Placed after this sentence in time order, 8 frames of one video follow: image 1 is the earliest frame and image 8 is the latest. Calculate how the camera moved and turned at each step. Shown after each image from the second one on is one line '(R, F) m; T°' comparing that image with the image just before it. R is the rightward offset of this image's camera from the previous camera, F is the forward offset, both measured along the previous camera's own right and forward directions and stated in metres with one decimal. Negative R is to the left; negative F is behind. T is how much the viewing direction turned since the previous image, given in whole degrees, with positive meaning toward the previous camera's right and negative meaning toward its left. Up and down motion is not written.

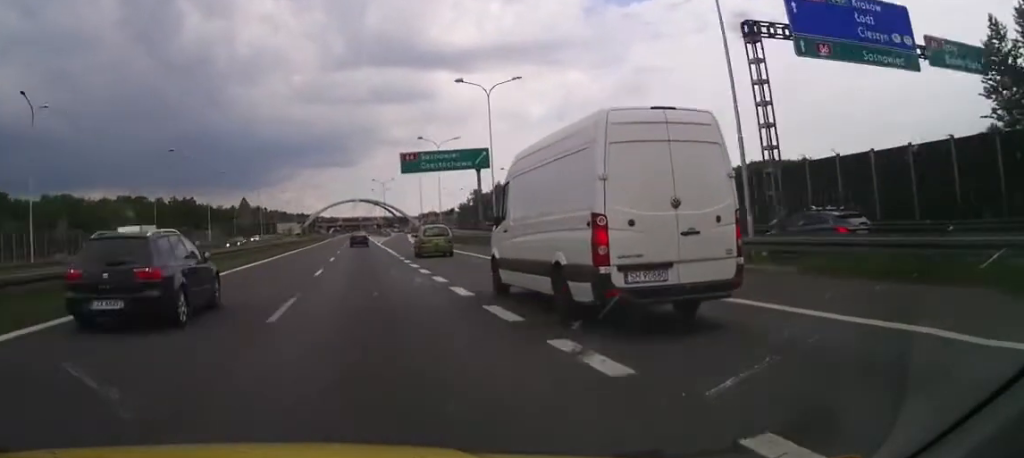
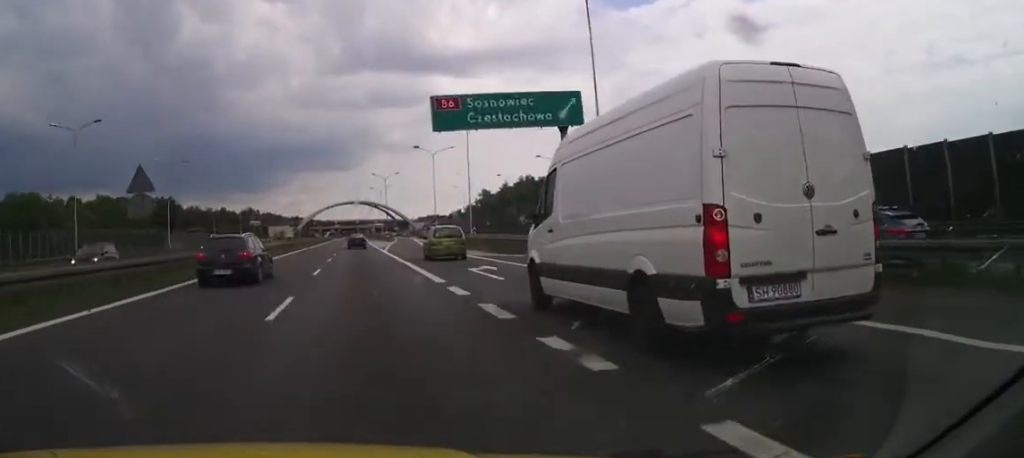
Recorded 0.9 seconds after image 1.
(-0.5, +23.7) m; 0°
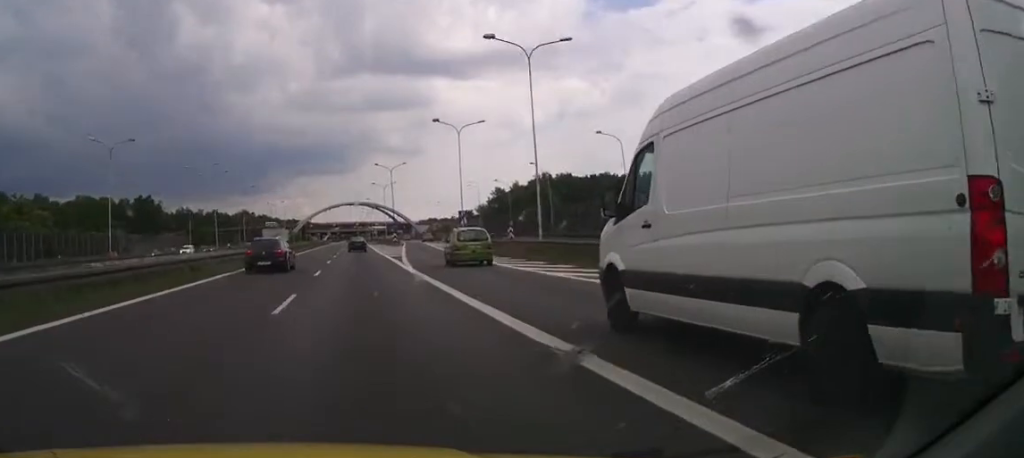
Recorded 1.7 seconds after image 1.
(+0.3, +22.7) m; 0°
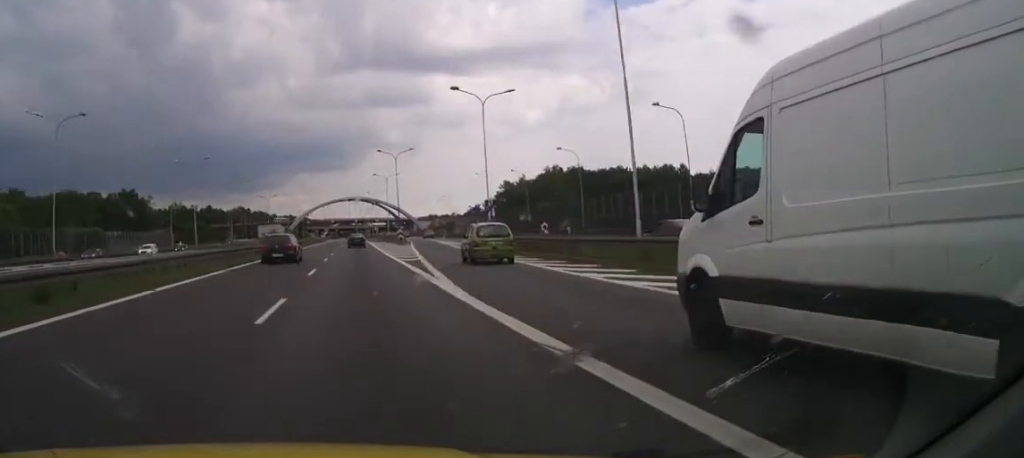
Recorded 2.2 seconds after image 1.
(+0.1, +13.6) m; 0°
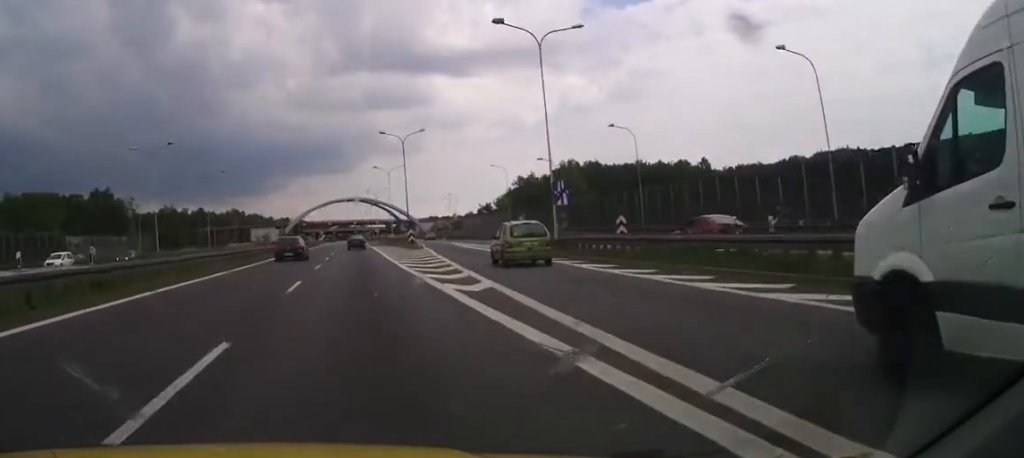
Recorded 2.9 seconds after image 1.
(-0.4, +18.2) m; +1°
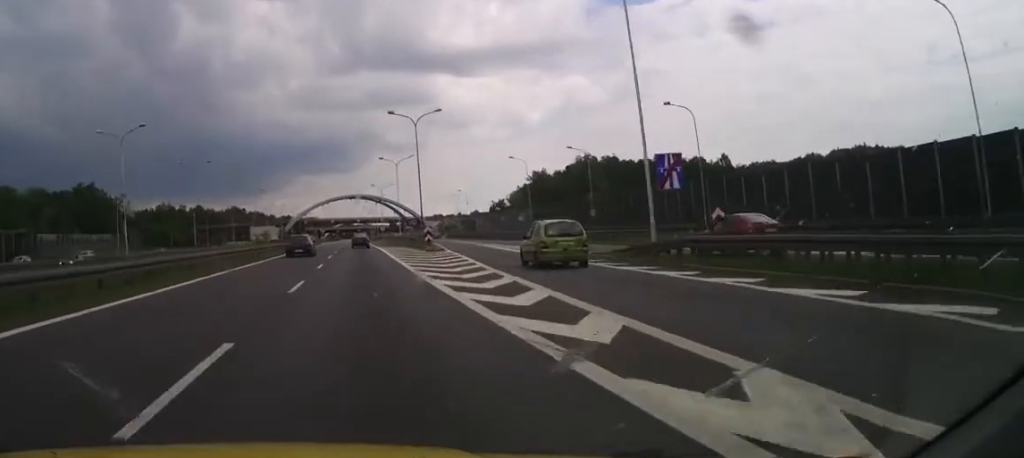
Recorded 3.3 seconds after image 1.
(+0.1, +11.8) m; 0°
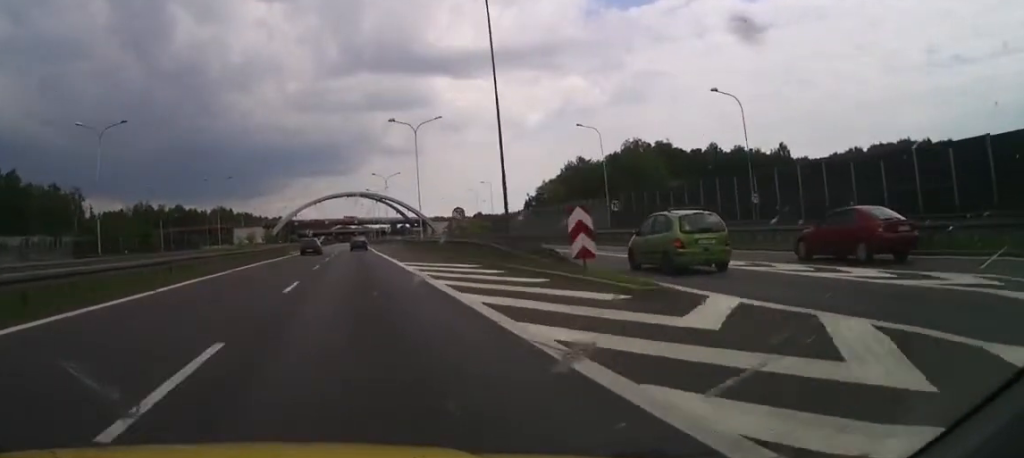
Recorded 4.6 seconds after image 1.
(+0.6, +36.2) m; +1°
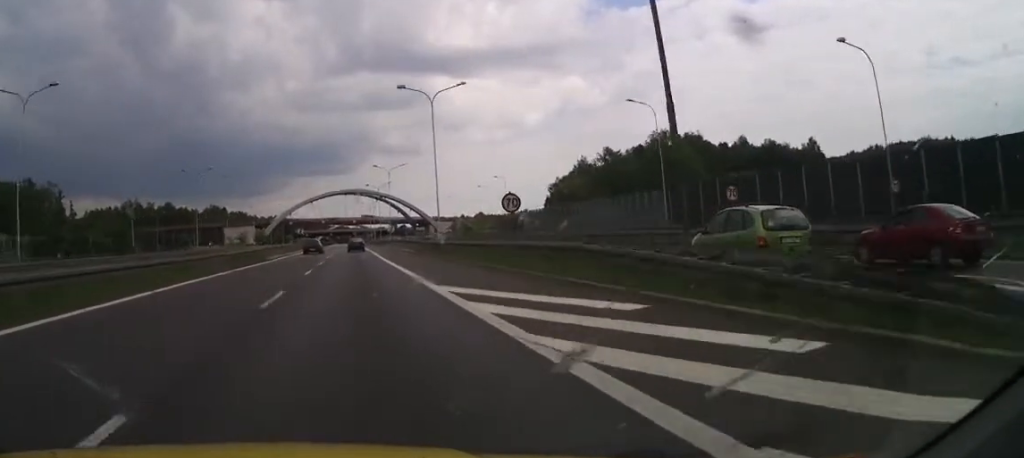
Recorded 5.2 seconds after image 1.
(-0.1, +15.4) m; 0°
